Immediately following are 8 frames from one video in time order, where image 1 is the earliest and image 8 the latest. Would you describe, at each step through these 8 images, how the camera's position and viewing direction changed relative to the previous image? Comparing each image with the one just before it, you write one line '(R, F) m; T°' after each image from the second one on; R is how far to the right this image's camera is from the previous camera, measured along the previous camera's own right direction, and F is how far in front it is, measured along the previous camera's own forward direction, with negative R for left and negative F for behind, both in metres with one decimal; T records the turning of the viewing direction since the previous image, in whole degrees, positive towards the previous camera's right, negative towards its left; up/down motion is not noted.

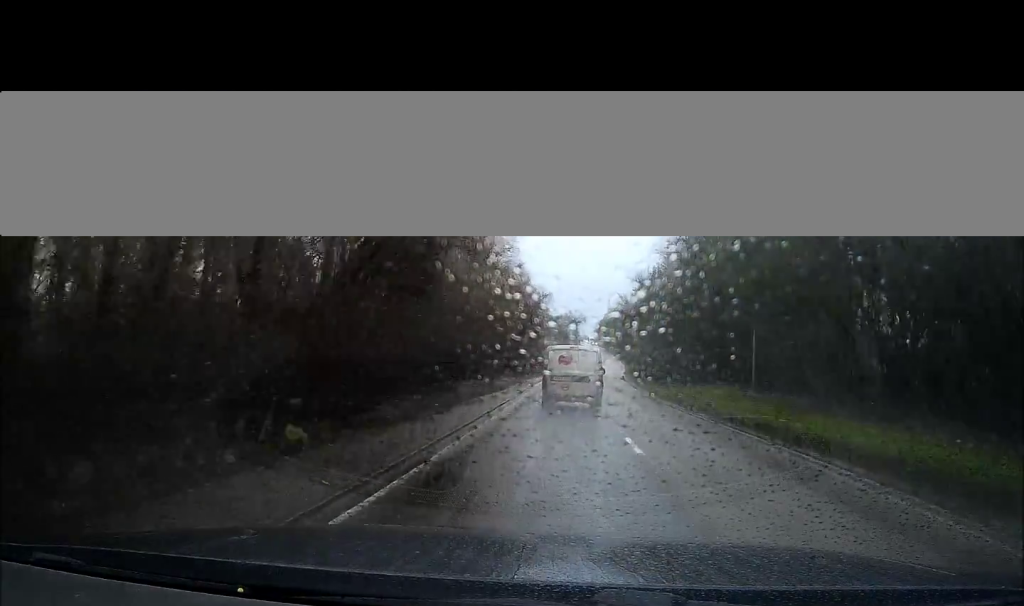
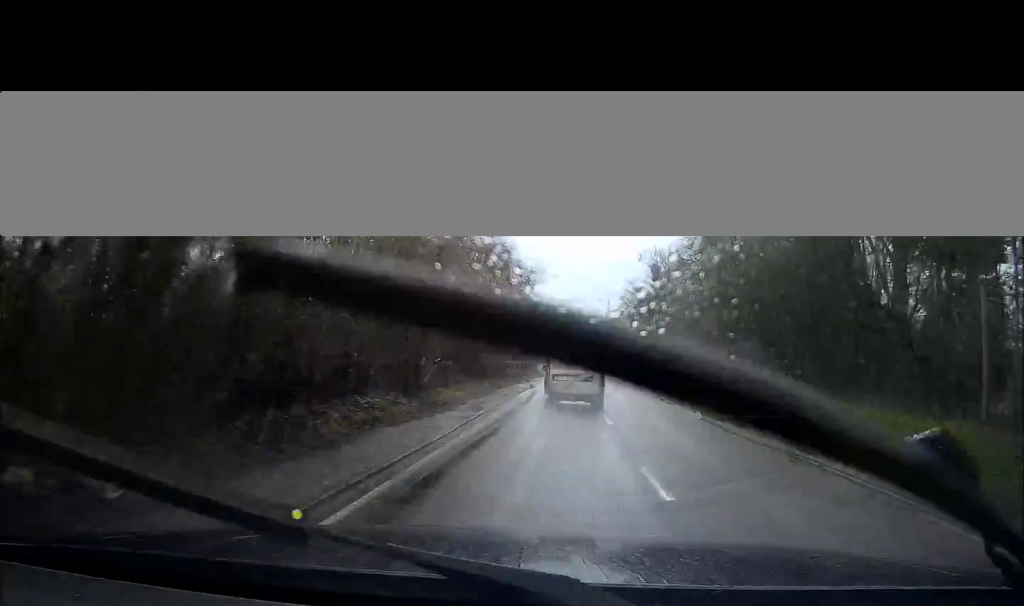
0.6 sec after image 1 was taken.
(-0.1, +14.0) m; 0°
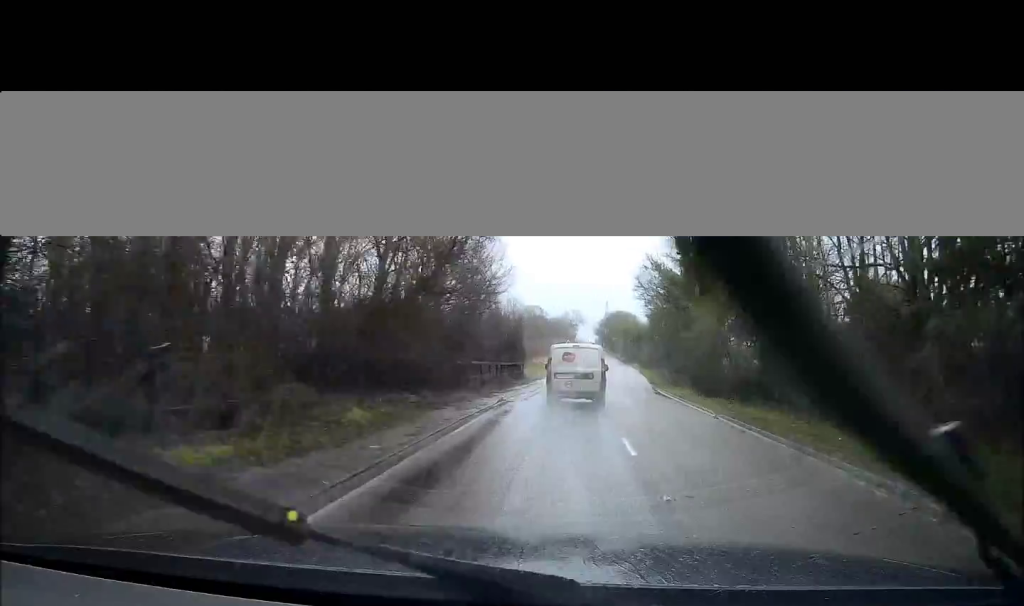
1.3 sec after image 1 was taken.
(-0.1, +16.5) m; 0°
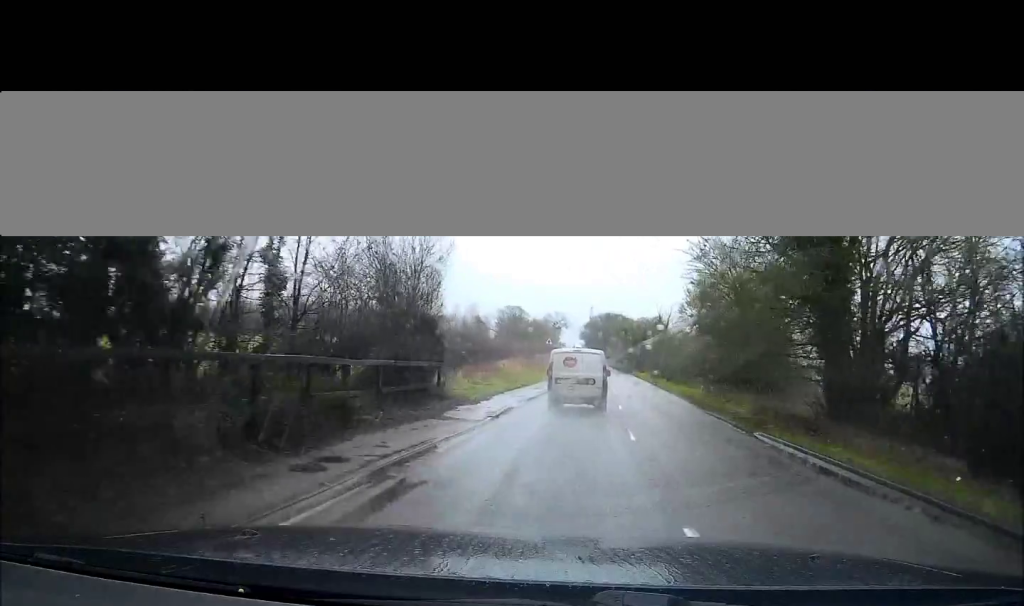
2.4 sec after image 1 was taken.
(0.0, +27.1) m; +2°
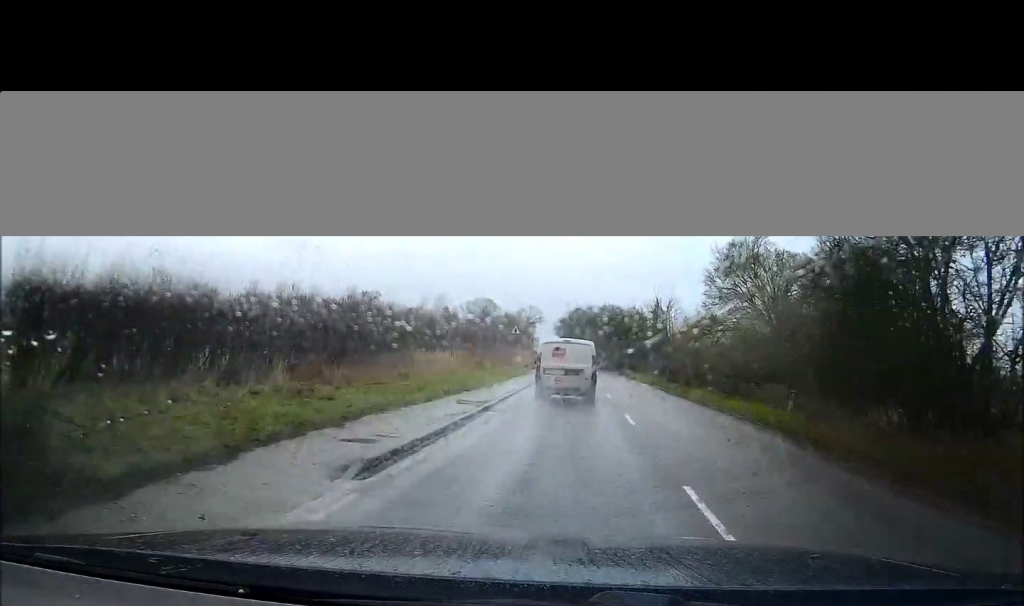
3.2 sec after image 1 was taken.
(+0.3, +18.5) m; +2°
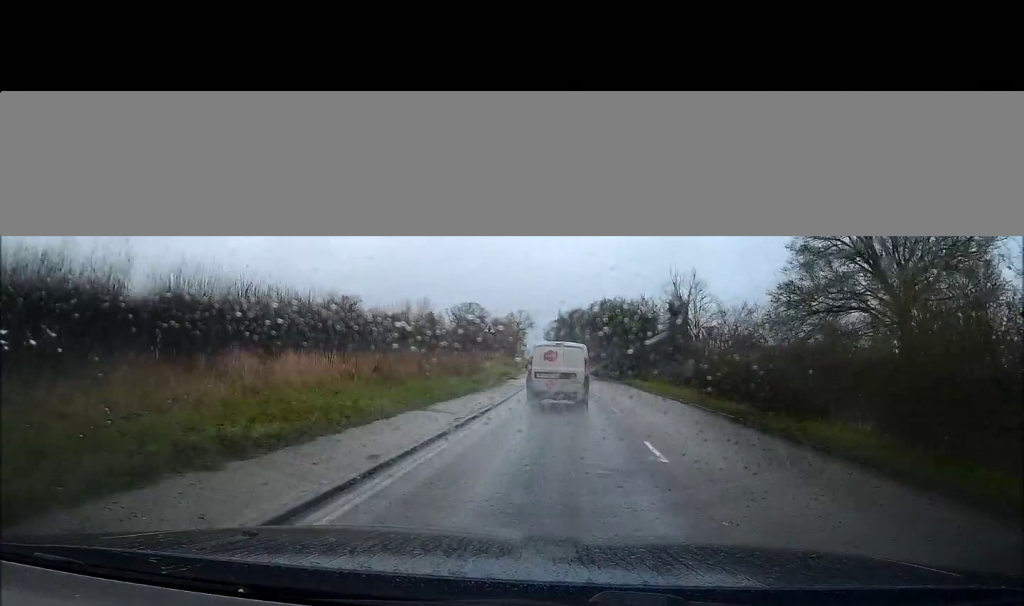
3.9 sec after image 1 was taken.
(+0.5, +16.1) m; +1°
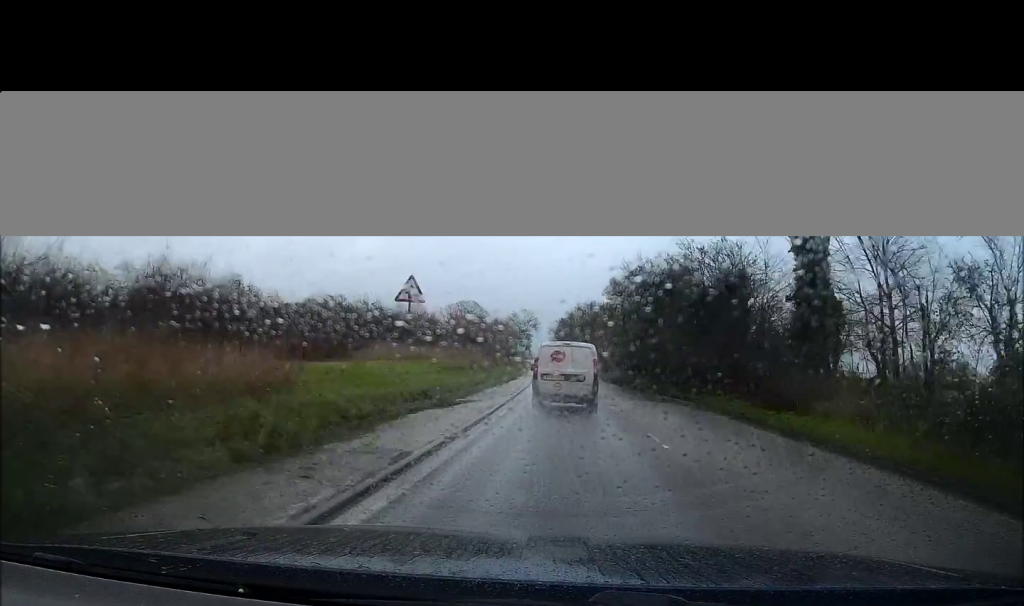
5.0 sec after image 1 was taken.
(-0.3, +27.9) m; 0°
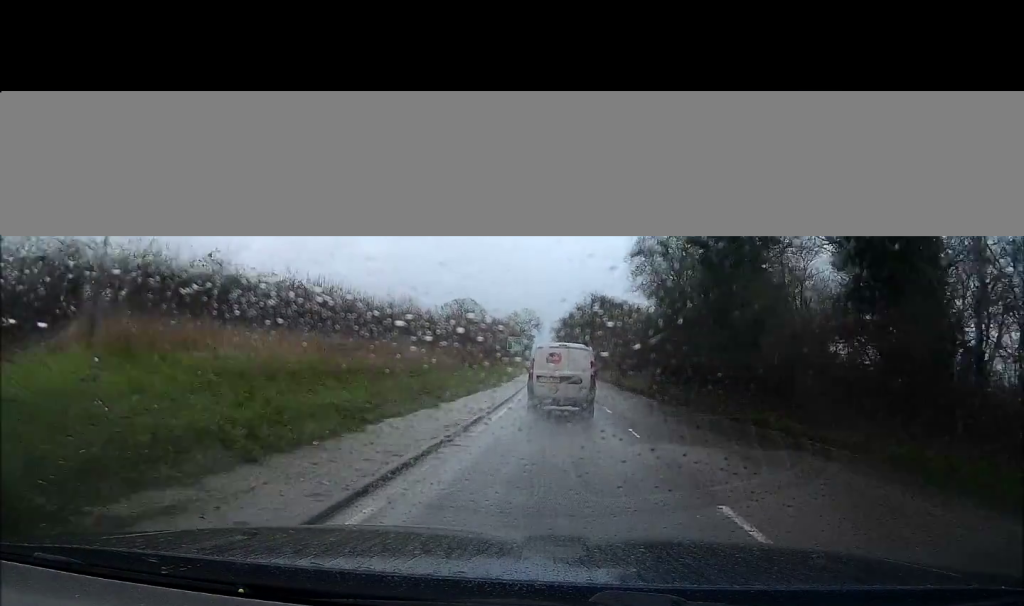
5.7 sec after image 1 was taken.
(+0.1, +16.7) m; 0°
